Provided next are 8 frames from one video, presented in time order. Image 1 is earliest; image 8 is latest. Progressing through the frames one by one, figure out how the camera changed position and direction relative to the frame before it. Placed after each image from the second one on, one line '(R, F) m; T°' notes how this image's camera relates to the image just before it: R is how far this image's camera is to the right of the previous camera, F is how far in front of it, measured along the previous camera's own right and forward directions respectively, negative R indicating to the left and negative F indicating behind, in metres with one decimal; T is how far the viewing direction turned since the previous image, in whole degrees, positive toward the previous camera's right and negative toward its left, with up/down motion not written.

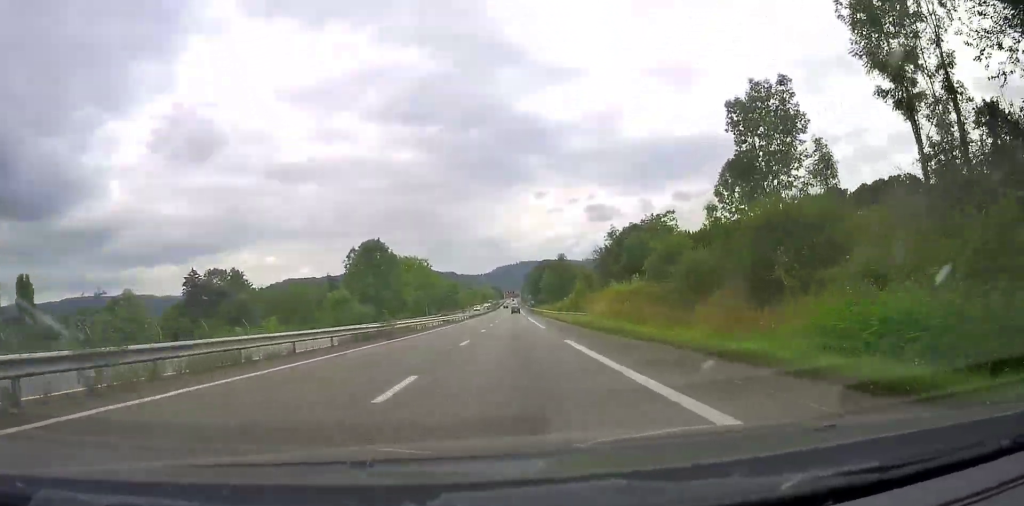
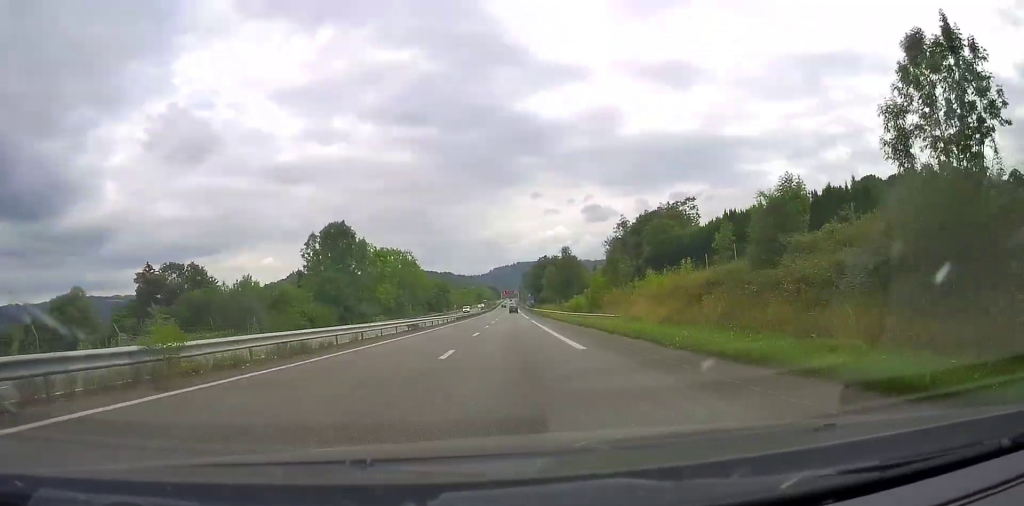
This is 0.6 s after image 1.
(0.0, +17.5) m; 0°
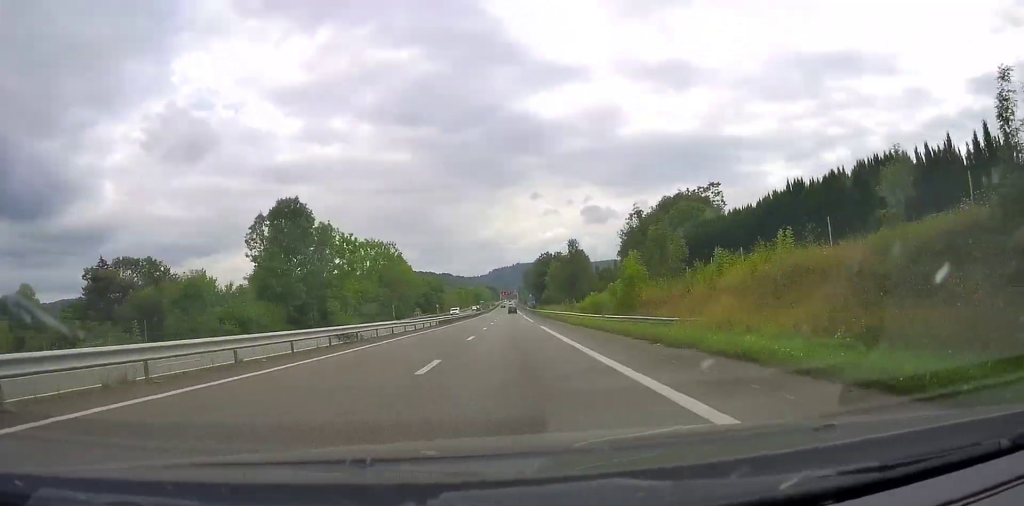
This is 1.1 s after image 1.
(+0.1, +14.5) m; 0°
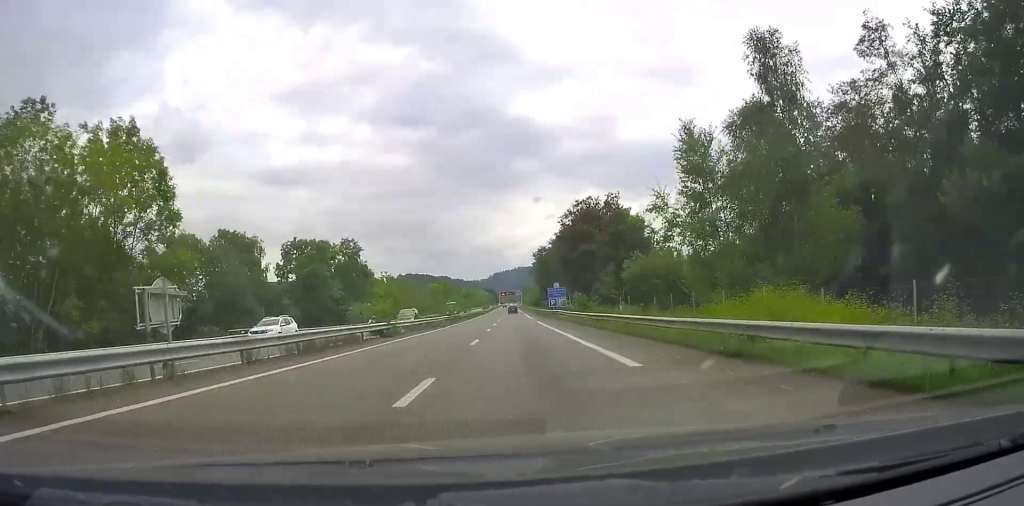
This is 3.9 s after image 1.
(-0.5, +88.4) m; 0°
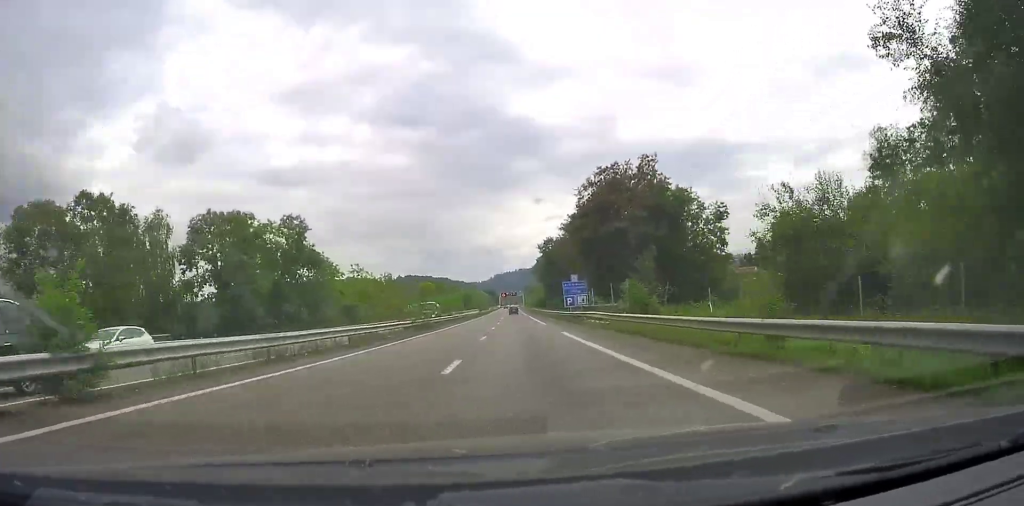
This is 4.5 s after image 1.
(0.0, +24.7) m; 0°
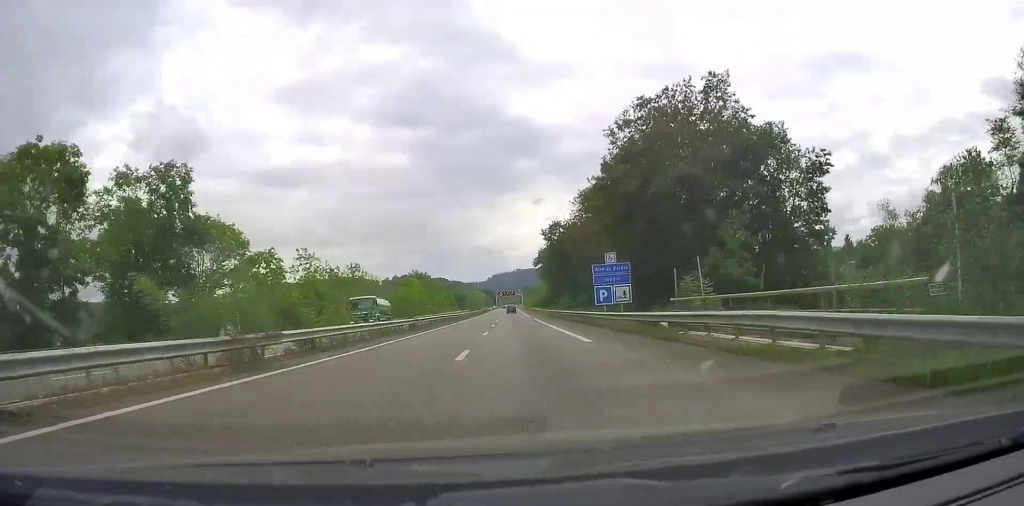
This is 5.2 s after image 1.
(+0.1, +23.2) m; 0°
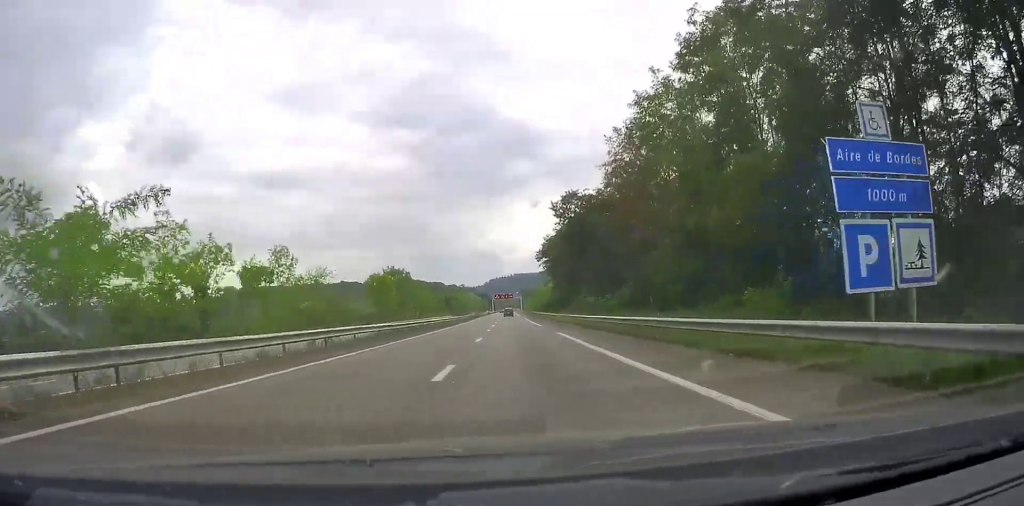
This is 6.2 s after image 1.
(+0.1, +27.3) m; 0°
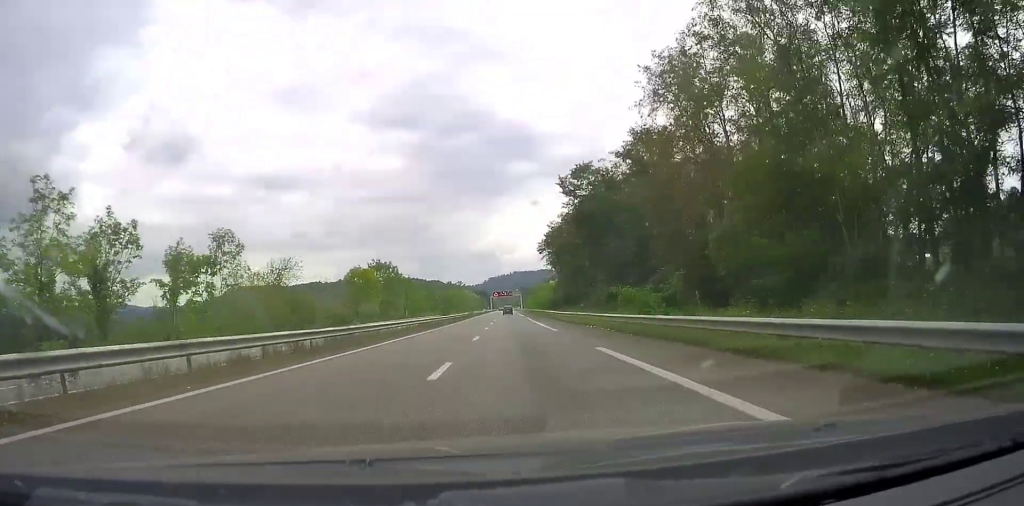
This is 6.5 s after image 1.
(0.0, +11.5) m; 0°
